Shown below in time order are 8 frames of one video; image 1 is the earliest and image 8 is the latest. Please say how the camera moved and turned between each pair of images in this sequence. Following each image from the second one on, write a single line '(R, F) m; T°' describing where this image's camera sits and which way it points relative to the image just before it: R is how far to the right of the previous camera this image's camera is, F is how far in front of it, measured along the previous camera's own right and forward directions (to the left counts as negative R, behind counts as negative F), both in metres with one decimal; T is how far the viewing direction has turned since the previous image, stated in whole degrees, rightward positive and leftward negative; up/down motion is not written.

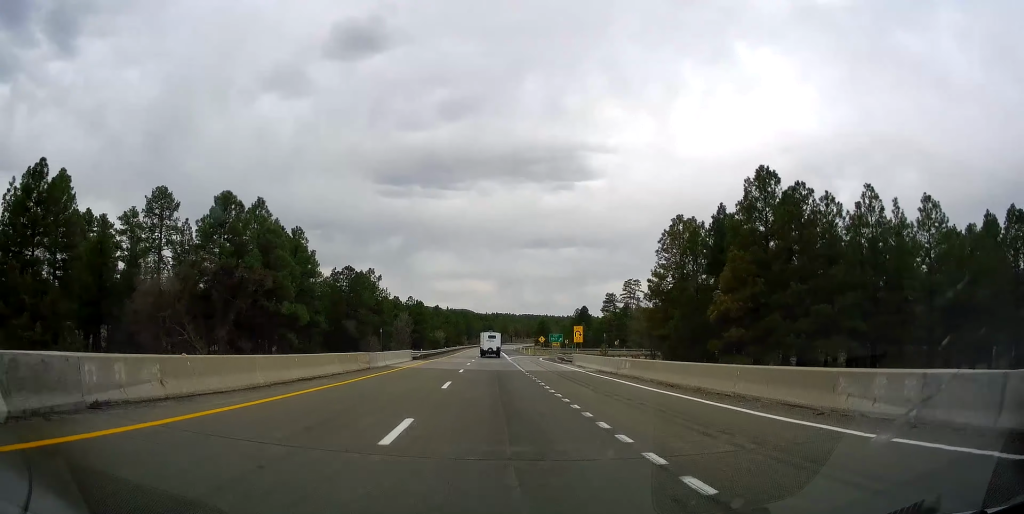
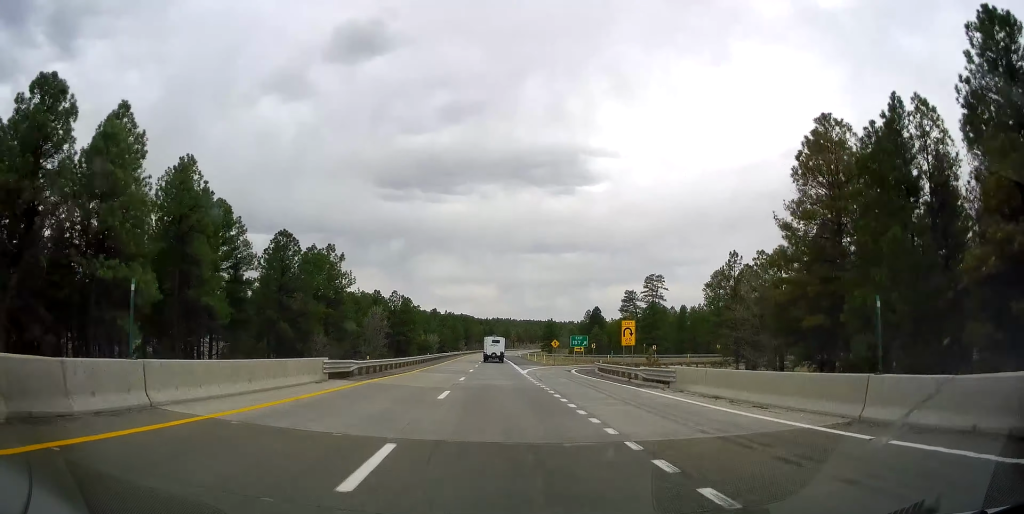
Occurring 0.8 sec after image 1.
(-0.2, +27.5) m; 0°
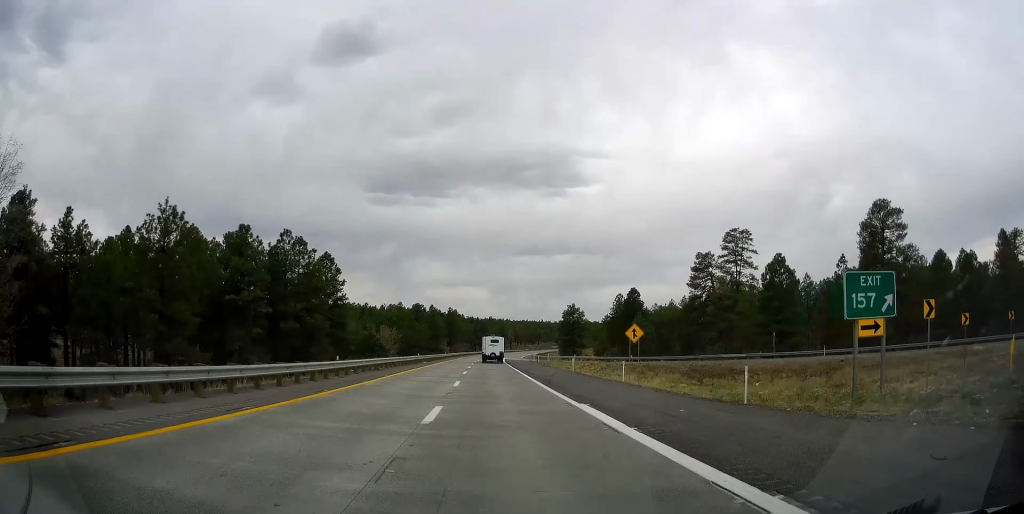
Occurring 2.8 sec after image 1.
(+0.5, +67.5) m; 0°
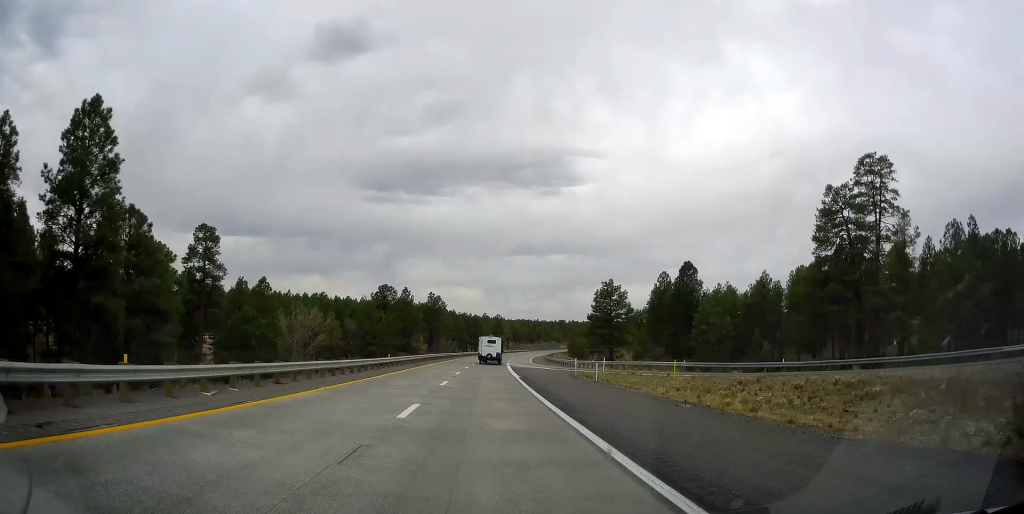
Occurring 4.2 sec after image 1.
(0.0, +48.0) m; +1°
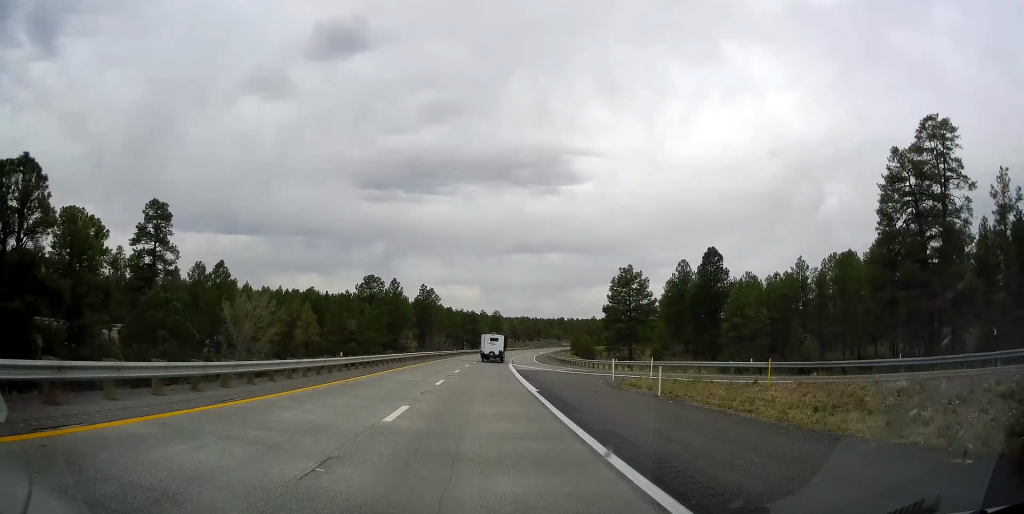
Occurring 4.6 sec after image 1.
(+0.1, +13.7) m; 0°
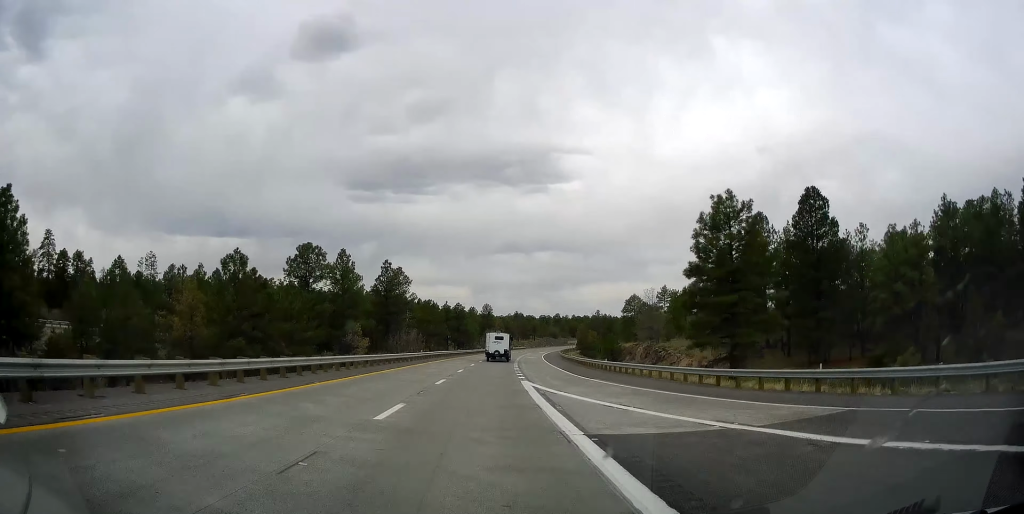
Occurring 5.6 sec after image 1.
(0.0, +36.5) m; 0°
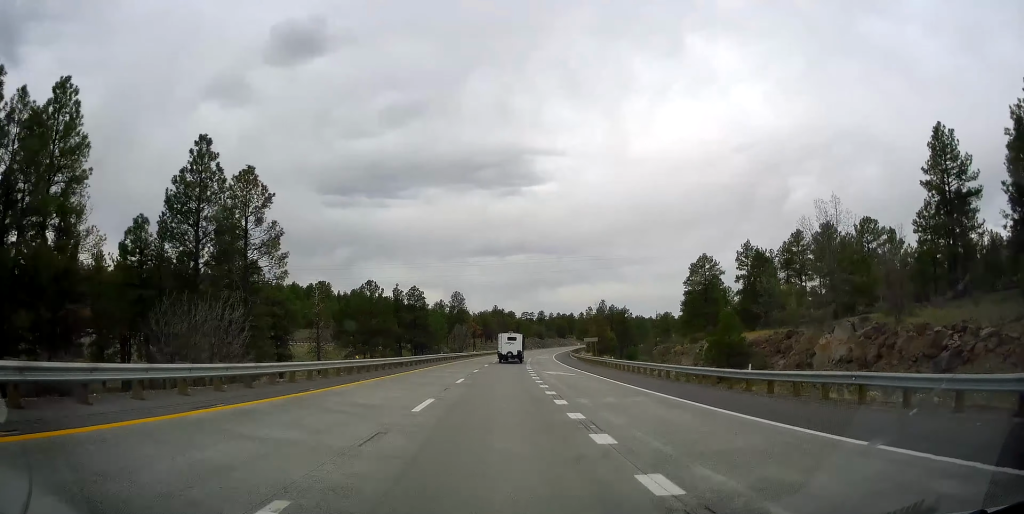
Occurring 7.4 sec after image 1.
(+0.8, +59.3) m; +2°
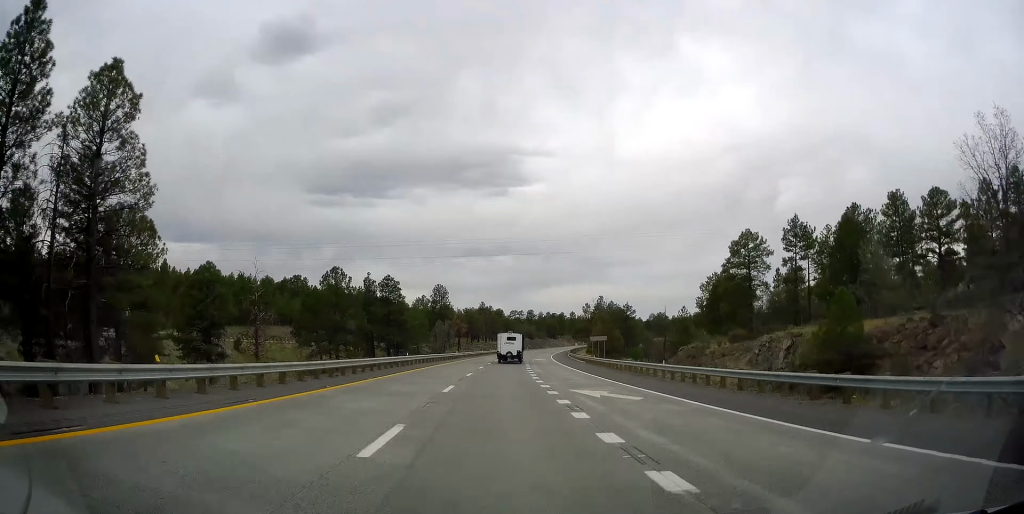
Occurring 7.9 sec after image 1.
(+0.3, +18.2) m; +1°
